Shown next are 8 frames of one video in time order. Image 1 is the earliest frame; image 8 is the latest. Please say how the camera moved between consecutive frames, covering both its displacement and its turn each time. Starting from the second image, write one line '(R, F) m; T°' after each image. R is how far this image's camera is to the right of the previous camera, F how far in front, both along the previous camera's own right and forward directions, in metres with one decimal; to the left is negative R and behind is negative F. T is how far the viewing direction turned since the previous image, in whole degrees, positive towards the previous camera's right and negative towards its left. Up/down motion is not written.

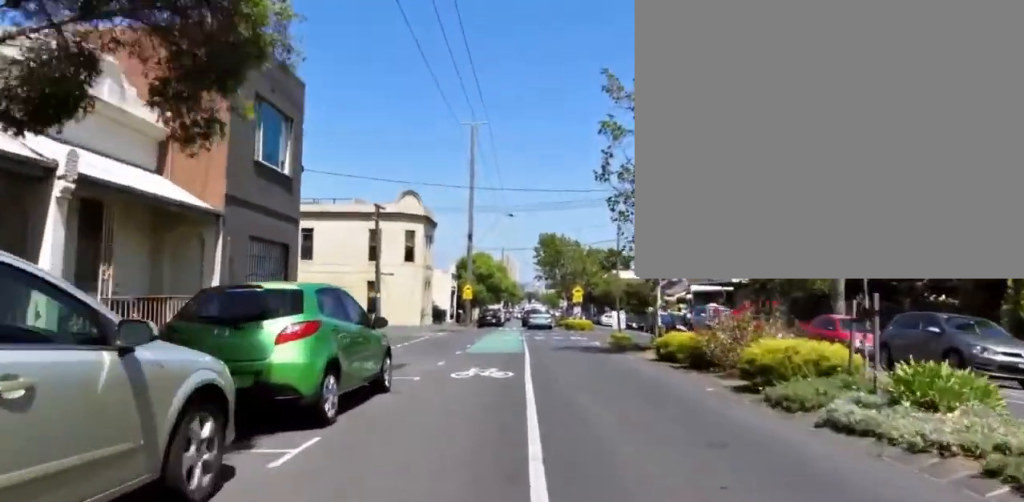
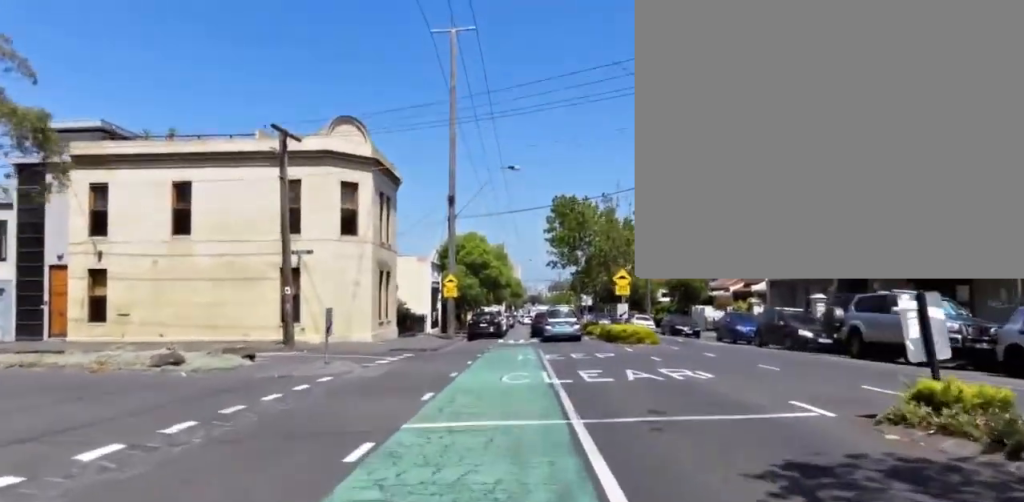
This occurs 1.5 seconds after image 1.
(-0.1, +14.7) m; -6°
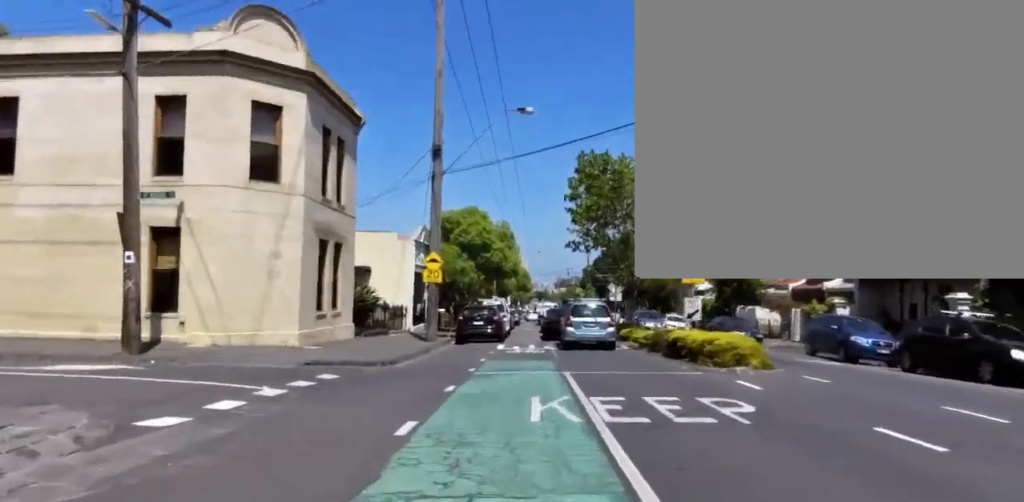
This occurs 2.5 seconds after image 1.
(-0.2, +9.2) m; +1°
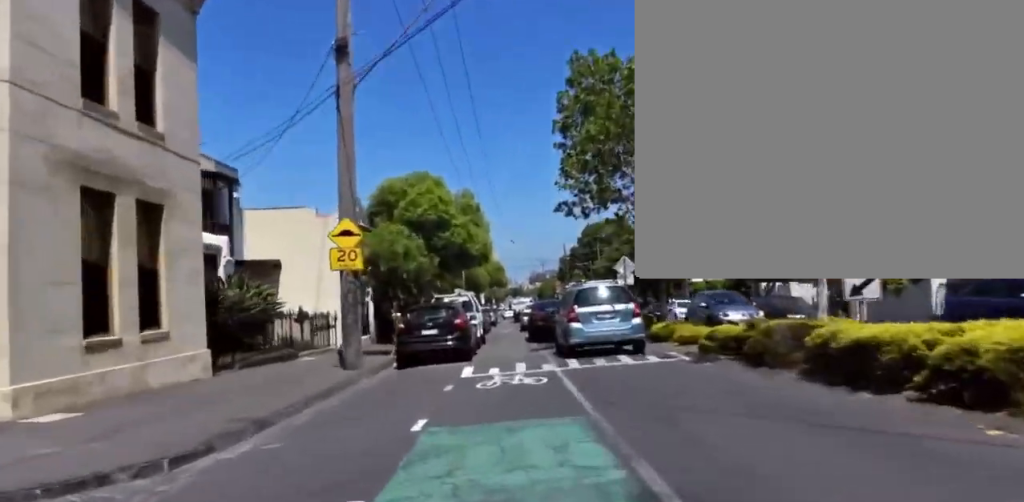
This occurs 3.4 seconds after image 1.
(+0.4, +8.3) m; +3°
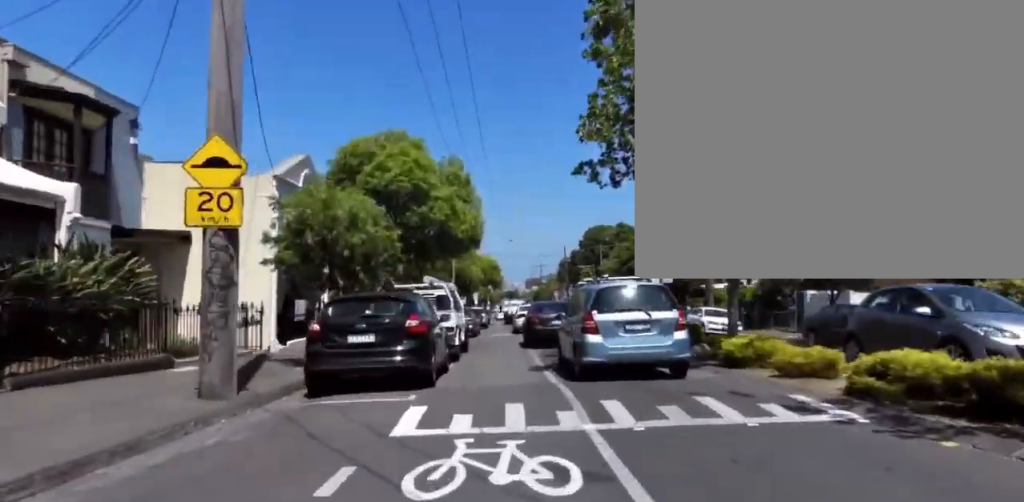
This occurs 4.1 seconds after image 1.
(+0.1, +5.7) m; +3°
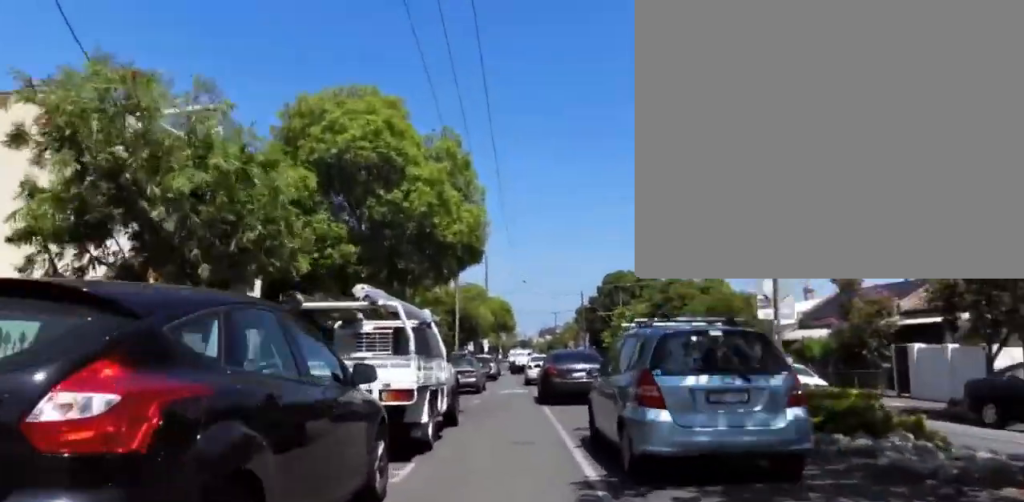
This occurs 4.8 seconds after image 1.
(0.0, +6.4) m; +3°
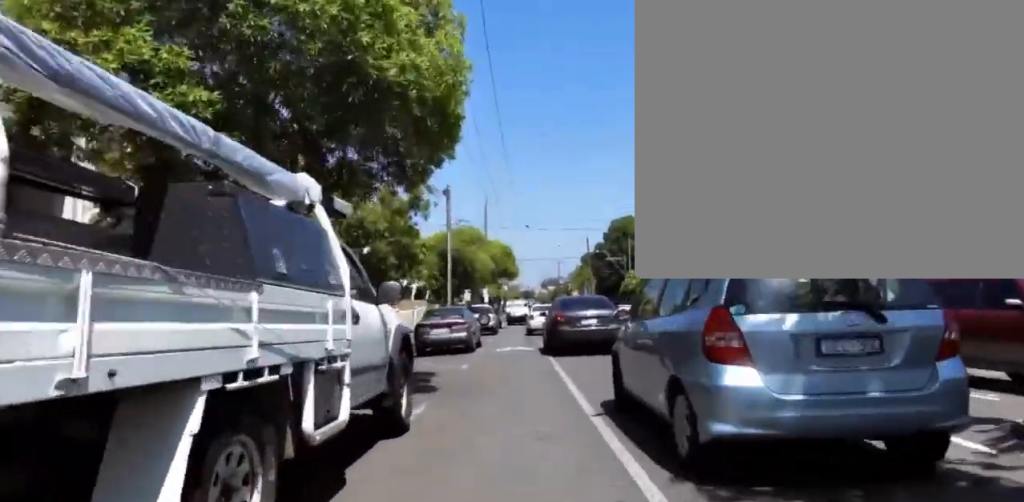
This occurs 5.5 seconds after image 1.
(+0.6, +5.4) m; -3°
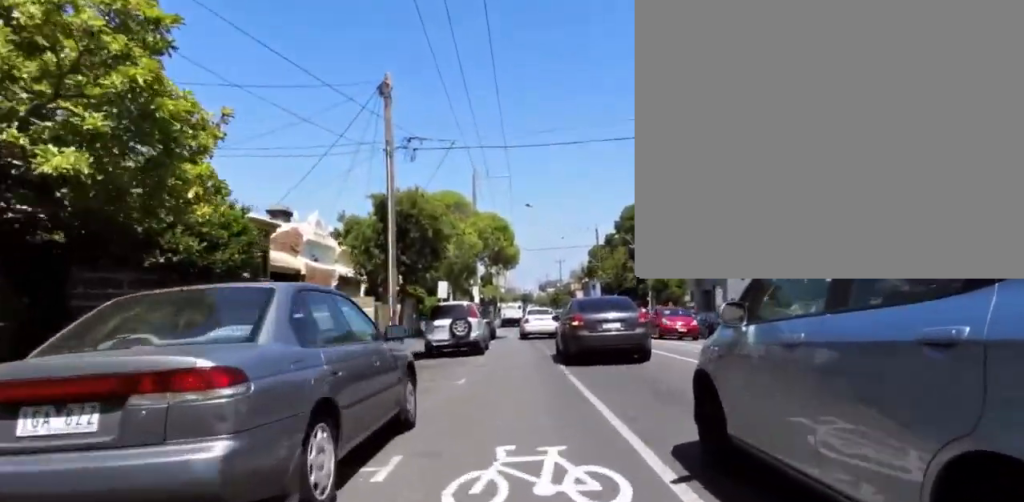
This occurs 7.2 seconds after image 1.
(-0.7, +13.4) m; -1°
